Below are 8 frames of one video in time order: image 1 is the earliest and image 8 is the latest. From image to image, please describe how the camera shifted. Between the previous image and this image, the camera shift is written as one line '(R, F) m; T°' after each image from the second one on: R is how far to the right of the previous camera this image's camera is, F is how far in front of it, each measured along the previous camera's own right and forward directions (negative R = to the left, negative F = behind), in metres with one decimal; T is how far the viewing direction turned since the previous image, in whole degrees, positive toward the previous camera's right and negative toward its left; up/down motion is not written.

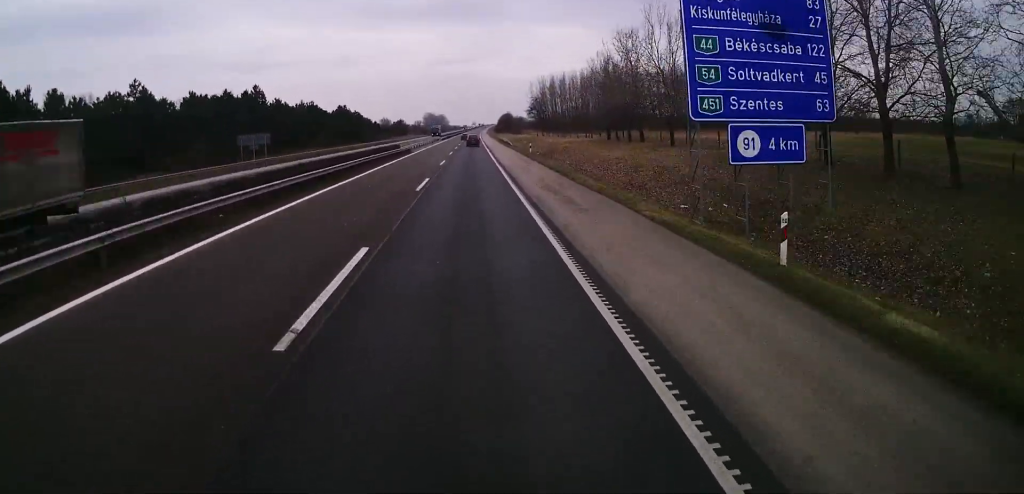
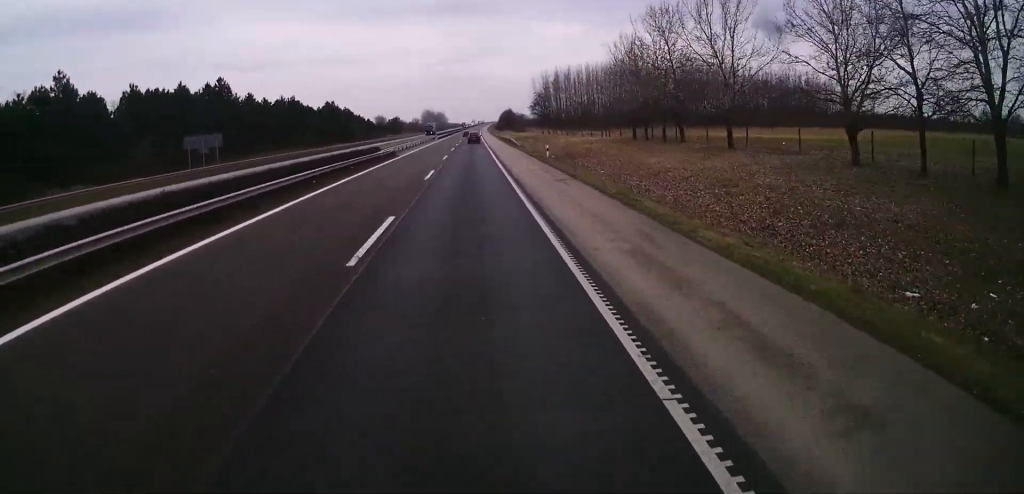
(0.0, +13.9) m; 0°
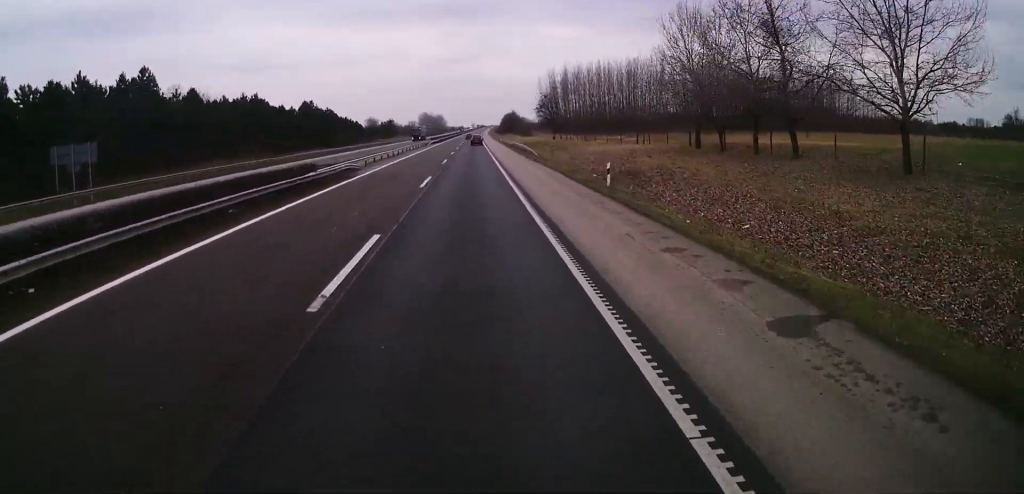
(0.0, +20.9) m; +1°
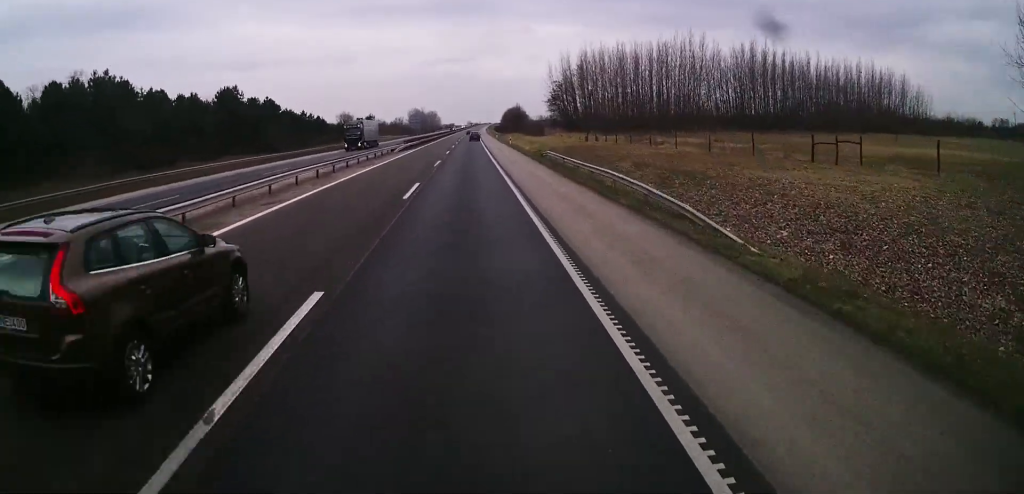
(0.0, +41.9) m; -1°
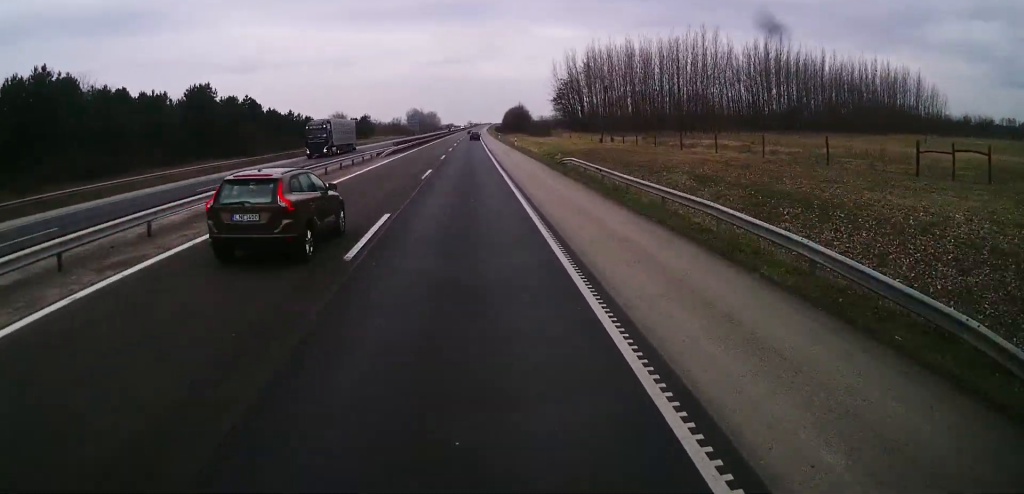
(0.0, +10.1) m; 0°
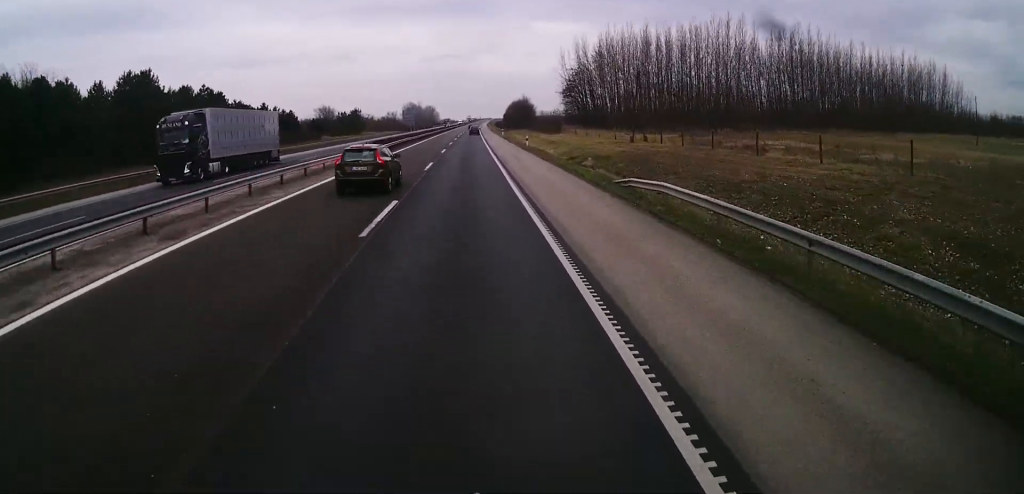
(0.0, +16.4) m; 0°
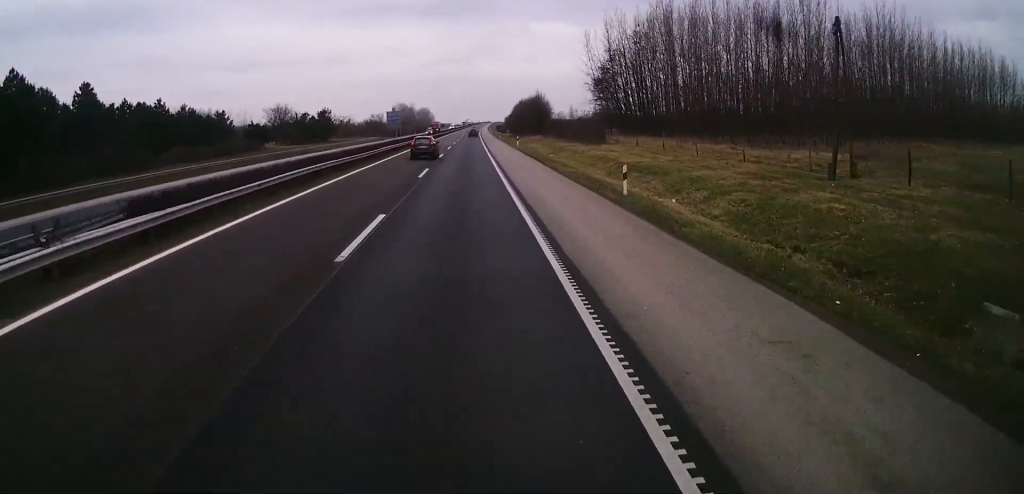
(+0.5, +39.3) m; +1°
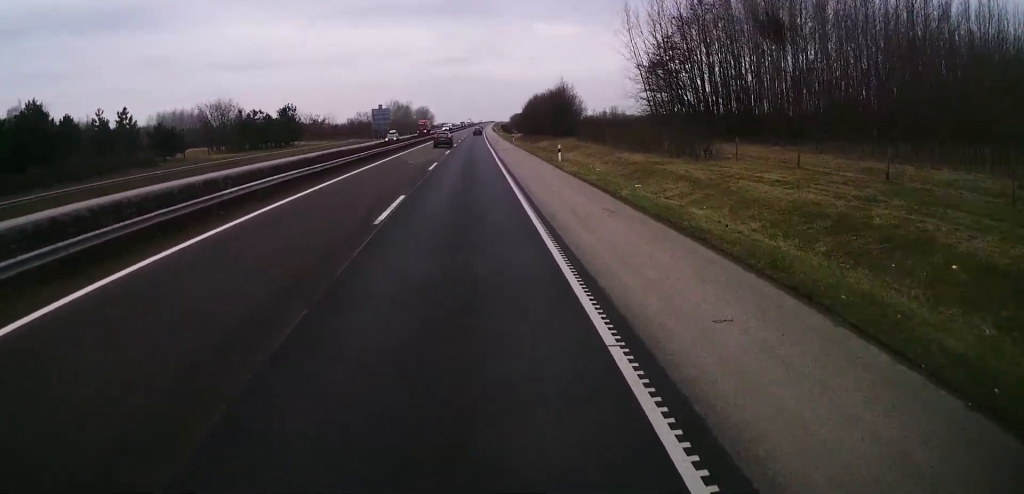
(+0.1, +33.7) m; 0°
